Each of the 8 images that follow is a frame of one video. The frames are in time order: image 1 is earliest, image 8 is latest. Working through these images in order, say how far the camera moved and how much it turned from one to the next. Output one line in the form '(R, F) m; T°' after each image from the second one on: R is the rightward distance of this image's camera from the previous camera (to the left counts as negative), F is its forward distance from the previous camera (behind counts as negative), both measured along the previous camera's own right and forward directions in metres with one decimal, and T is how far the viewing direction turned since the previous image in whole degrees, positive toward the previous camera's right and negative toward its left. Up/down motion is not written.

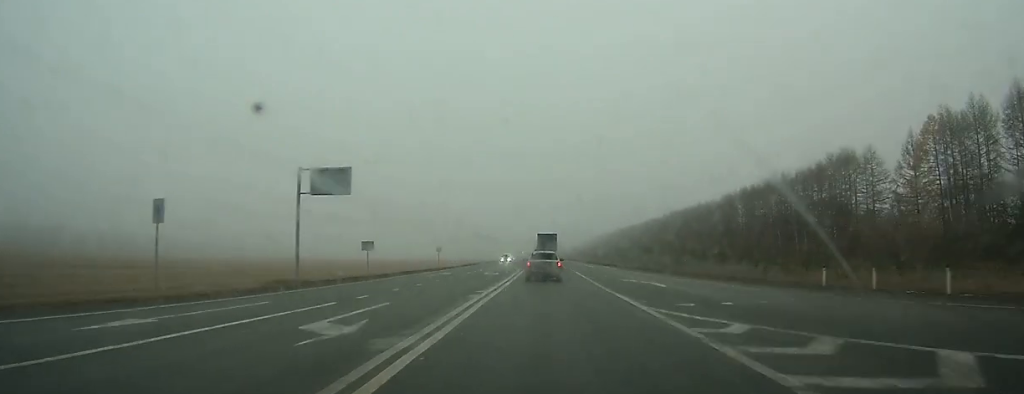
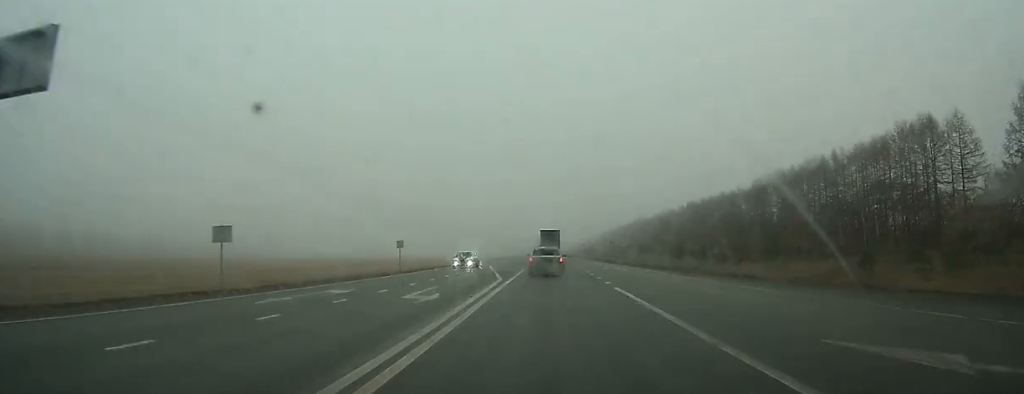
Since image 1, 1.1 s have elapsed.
(-0.1, +24.2) m; 0°
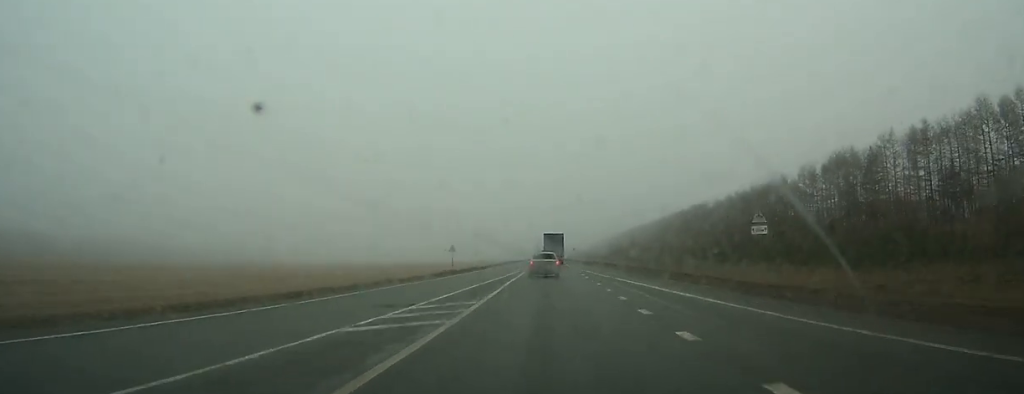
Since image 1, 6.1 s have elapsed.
(-0.3, +110.9) m; 0°
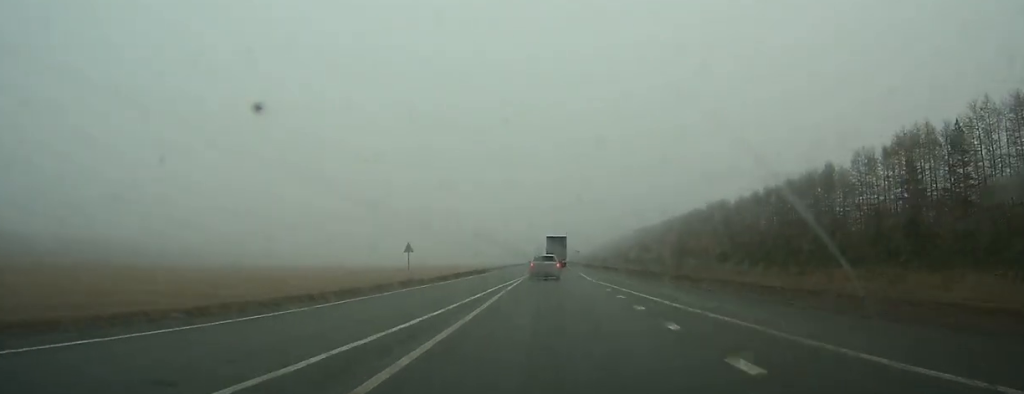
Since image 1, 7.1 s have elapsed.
(0.0, +21.4) m; 0°
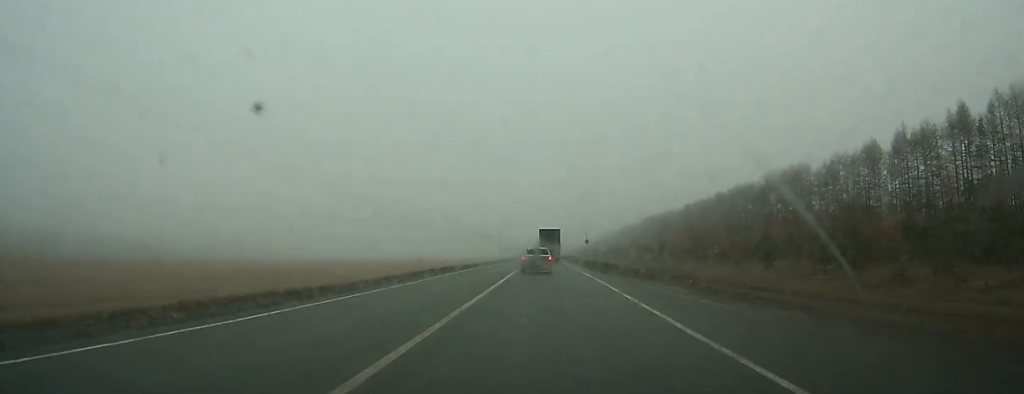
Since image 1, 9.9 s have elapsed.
(-0.2, +63.5) m; 0°
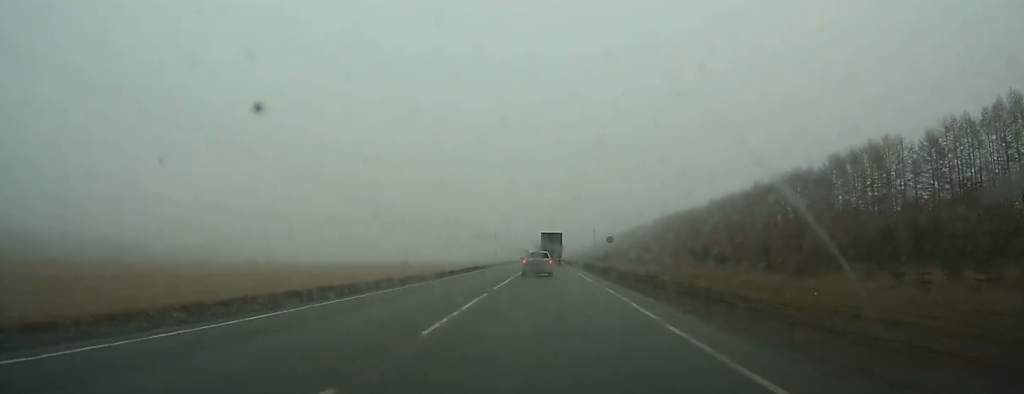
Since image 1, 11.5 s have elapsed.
(0.0, +35.6) m; 0°
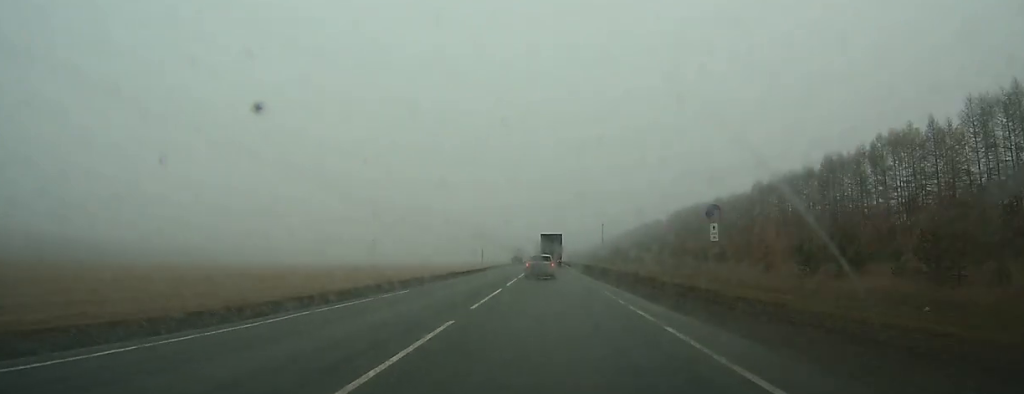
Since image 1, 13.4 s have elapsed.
(+0.1, +43.6) m; 0°
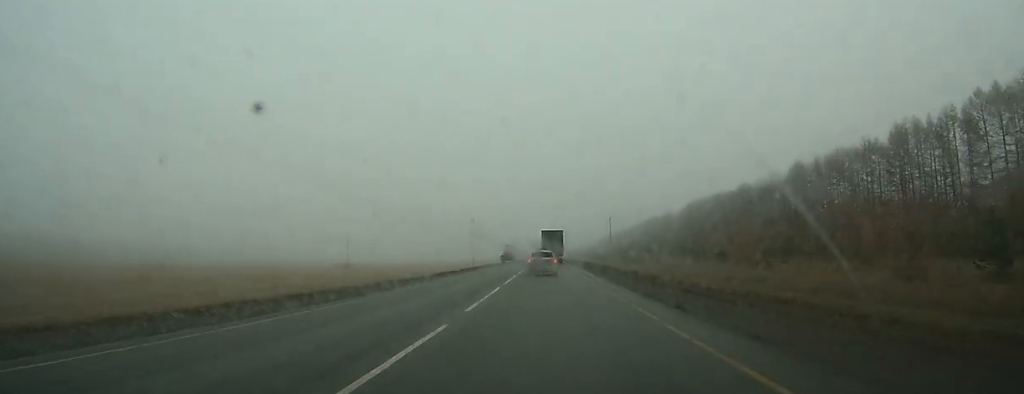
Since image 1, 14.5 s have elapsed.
(0.0, +24.8) m; 0°
